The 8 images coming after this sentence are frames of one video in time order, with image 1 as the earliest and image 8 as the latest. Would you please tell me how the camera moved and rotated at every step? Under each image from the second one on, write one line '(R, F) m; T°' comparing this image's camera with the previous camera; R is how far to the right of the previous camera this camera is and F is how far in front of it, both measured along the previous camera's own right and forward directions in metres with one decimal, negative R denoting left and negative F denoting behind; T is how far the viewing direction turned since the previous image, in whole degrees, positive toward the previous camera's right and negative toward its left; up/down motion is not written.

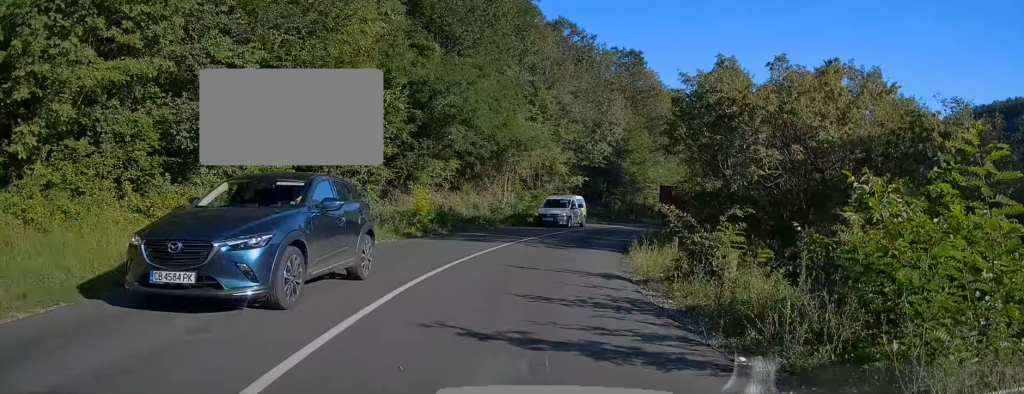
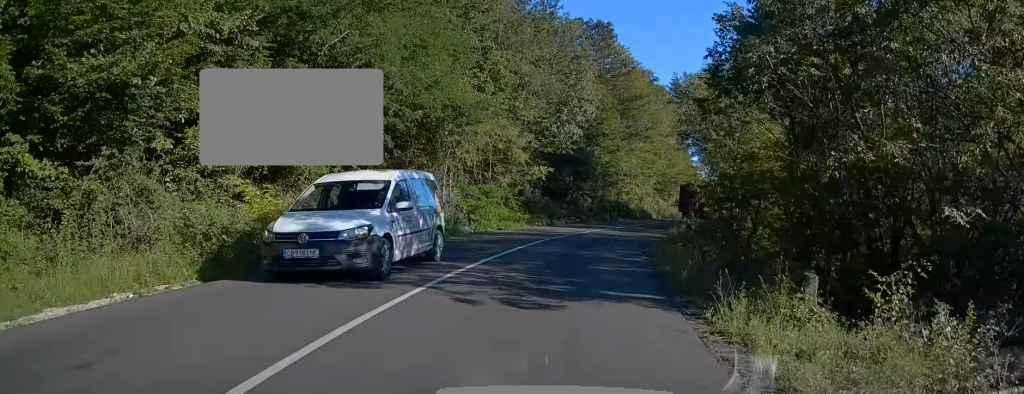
(+0.1, +10.9) m; +3°
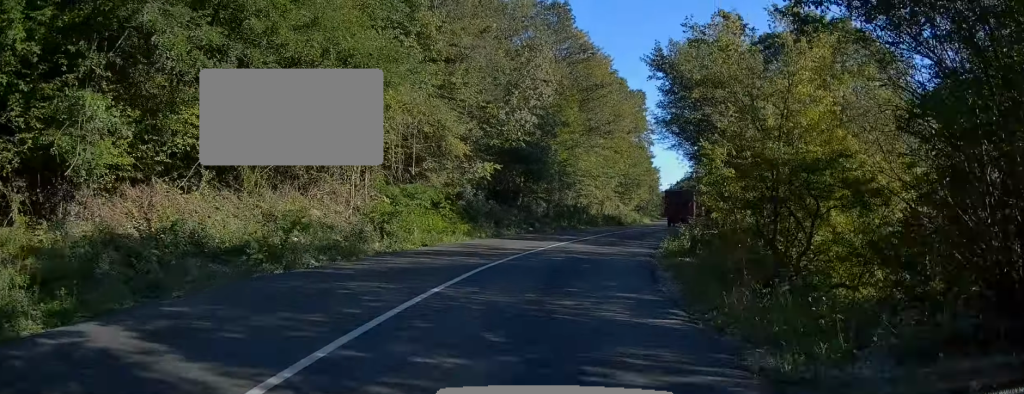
(+0.2, +7.9) m; +3°
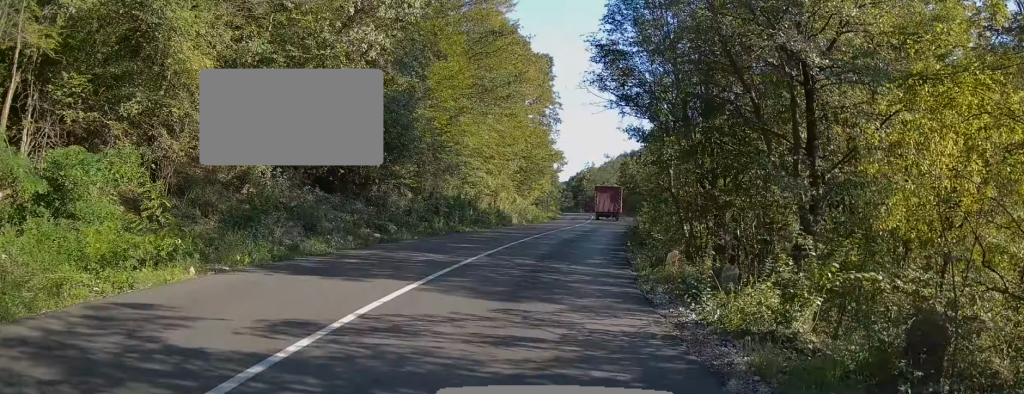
(+0.6, +14.1) m; +6°
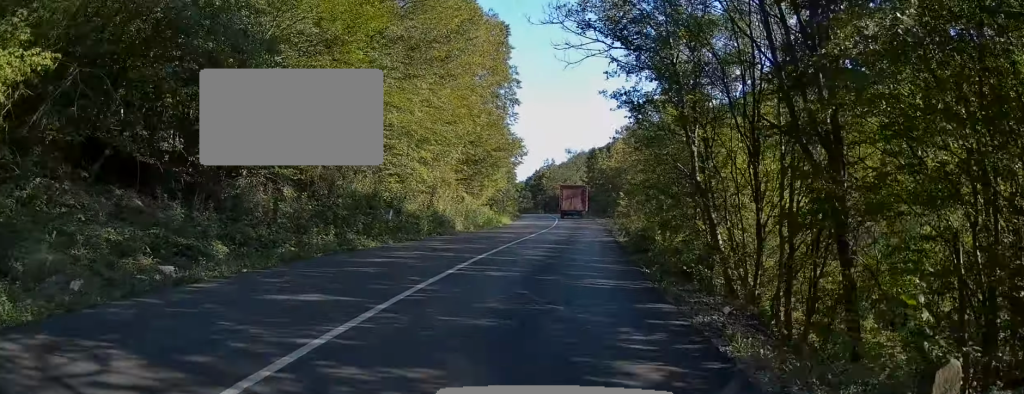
(+0.3, +9.9) m; +4°
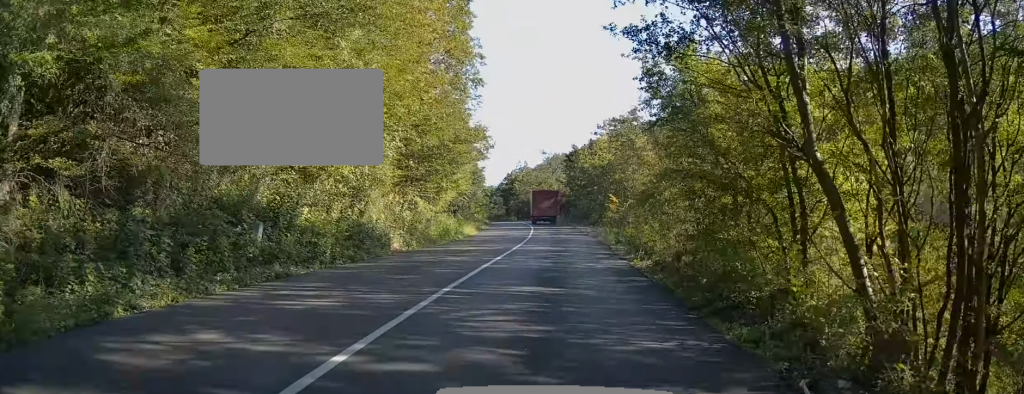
(+0.3, +8.8) m; +3°
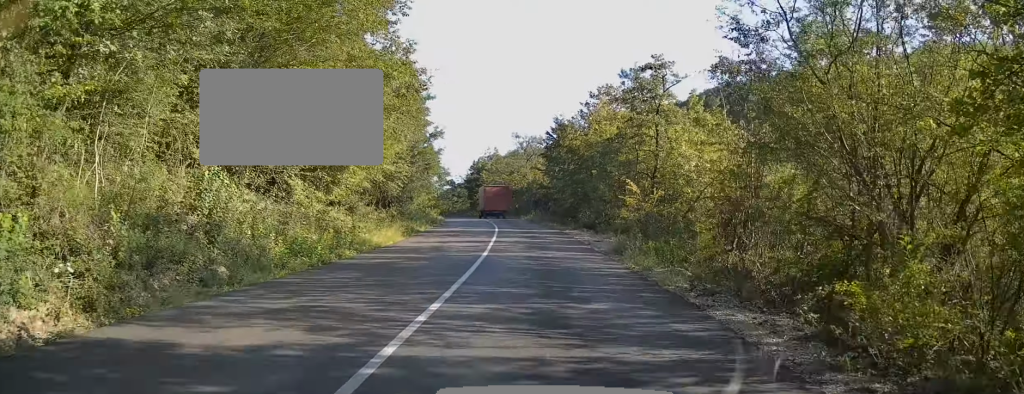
(+0.5, +15.7) m; +3°
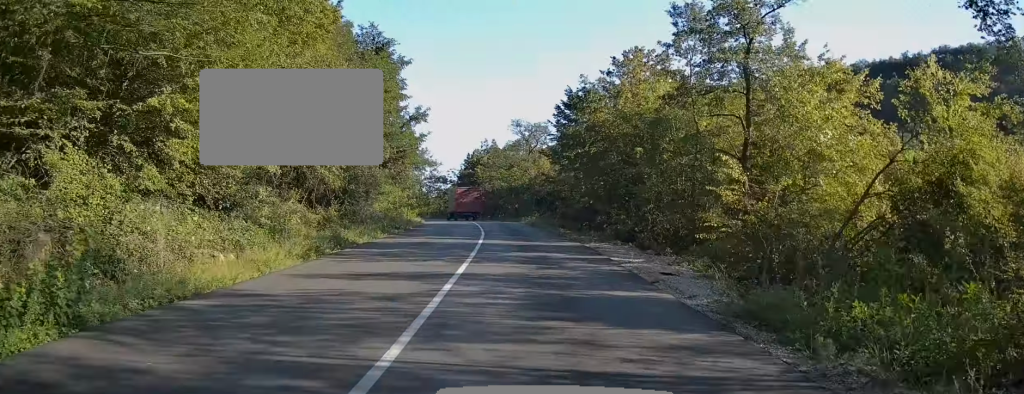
(+0.1, +11.4) m; 0°
